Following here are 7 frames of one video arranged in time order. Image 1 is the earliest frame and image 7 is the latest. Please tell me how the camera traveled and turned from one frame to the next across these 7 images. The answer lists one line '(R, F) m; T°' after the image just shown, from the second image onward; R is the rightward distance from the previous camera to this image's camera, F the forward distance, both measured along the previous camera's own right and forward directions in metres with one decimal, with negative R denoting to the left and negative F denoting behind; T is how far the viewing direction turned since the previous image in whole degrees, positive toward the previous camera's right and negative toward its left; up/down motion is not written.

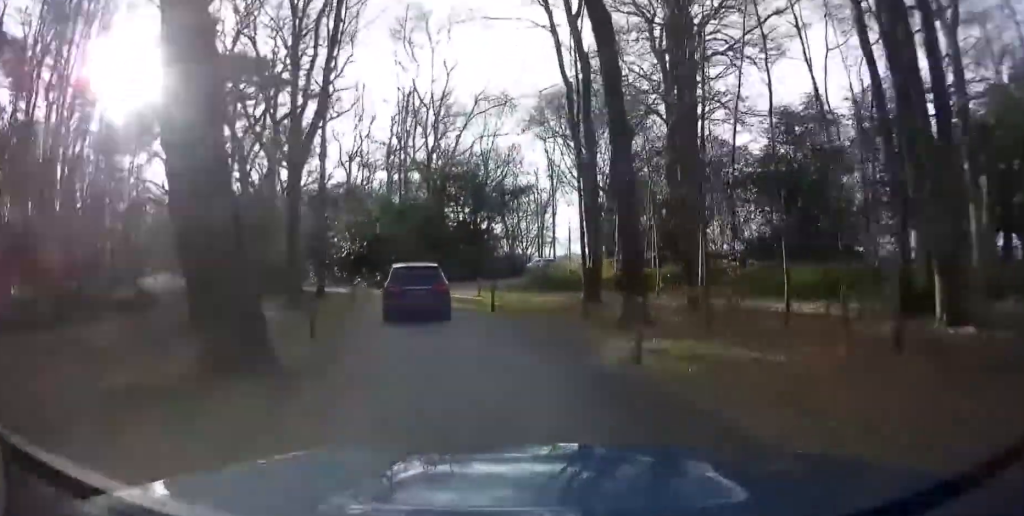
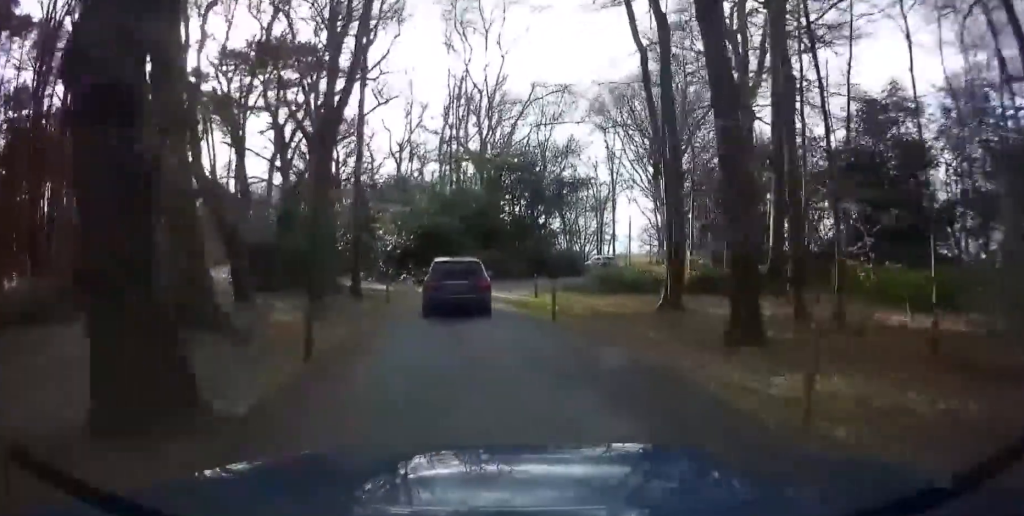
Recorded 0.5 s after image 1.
(-0.1, +3.9) m; -4°
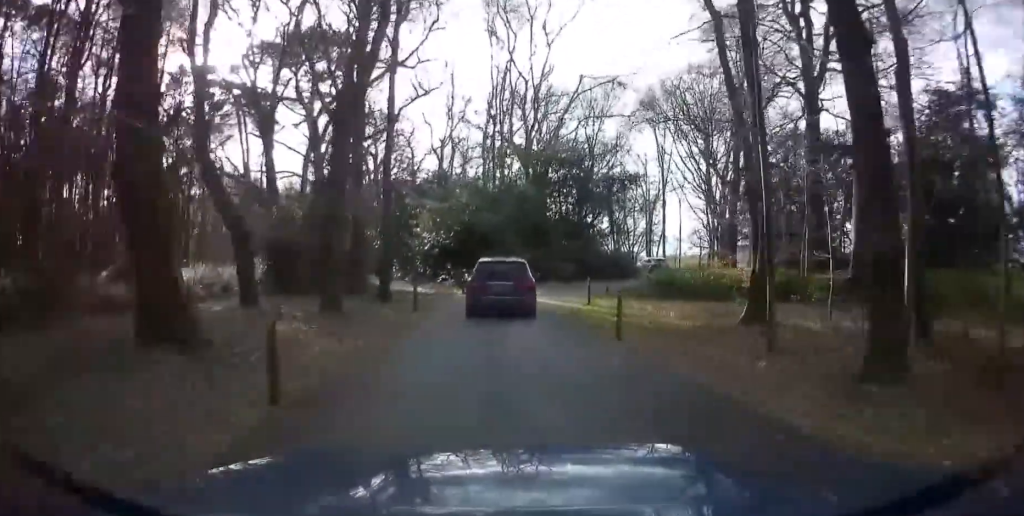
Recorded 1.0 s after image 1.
(-0.2, +4.0) m; -3°
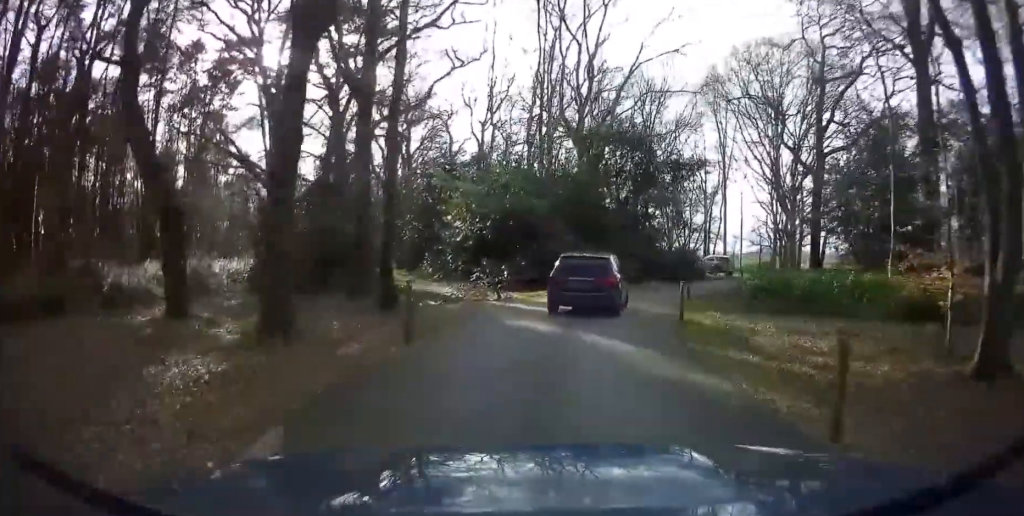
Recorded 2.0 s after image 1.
(-0.3, +8.0) m; -3°
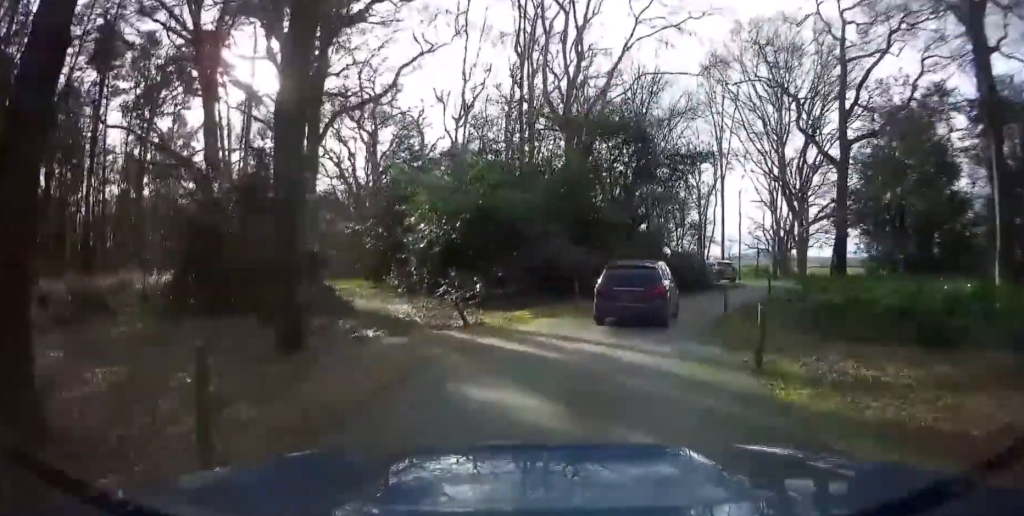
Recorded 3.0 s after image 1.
(-0.1, +6.6) m; -2°
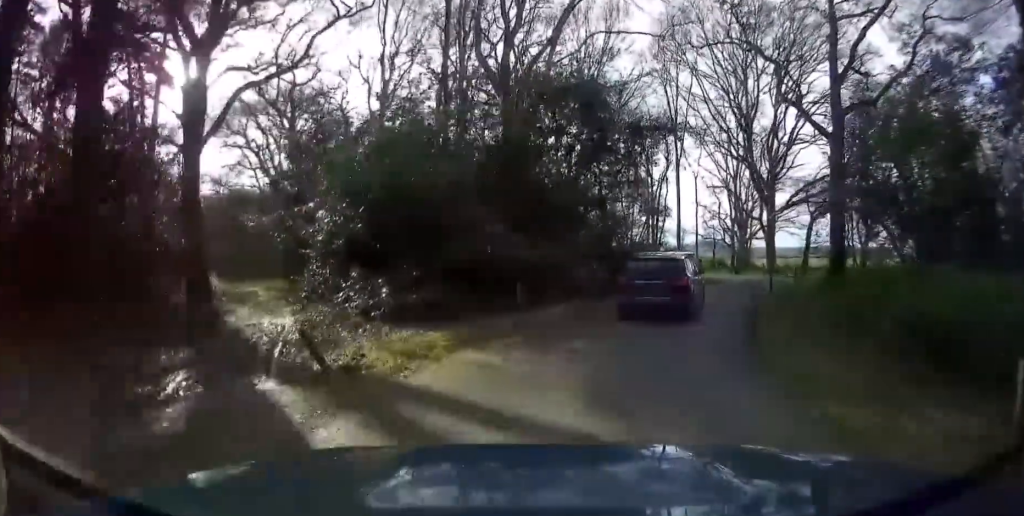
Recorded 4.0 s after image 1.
(-0.1, +6.6) m; -2°
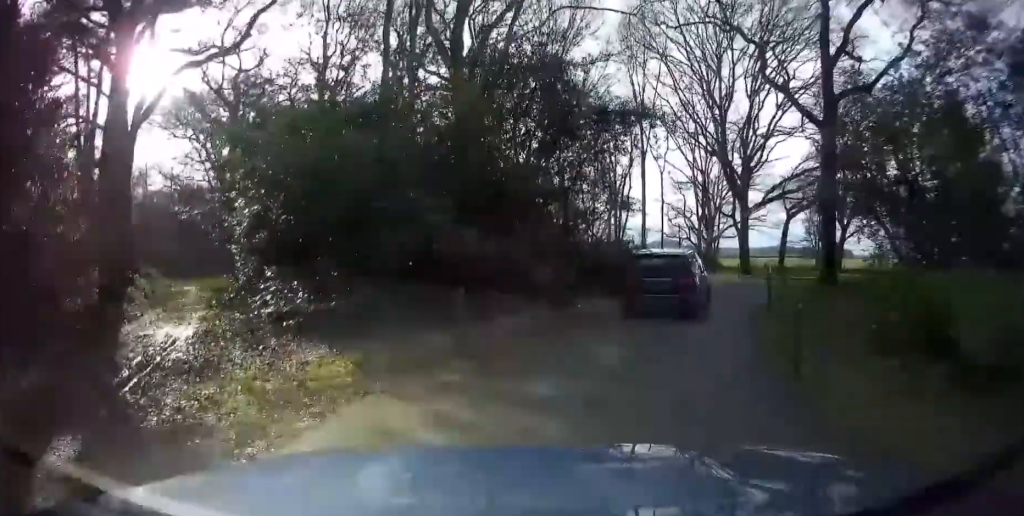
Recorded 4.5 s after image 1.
(-0.2, +3.3) m; 0°
